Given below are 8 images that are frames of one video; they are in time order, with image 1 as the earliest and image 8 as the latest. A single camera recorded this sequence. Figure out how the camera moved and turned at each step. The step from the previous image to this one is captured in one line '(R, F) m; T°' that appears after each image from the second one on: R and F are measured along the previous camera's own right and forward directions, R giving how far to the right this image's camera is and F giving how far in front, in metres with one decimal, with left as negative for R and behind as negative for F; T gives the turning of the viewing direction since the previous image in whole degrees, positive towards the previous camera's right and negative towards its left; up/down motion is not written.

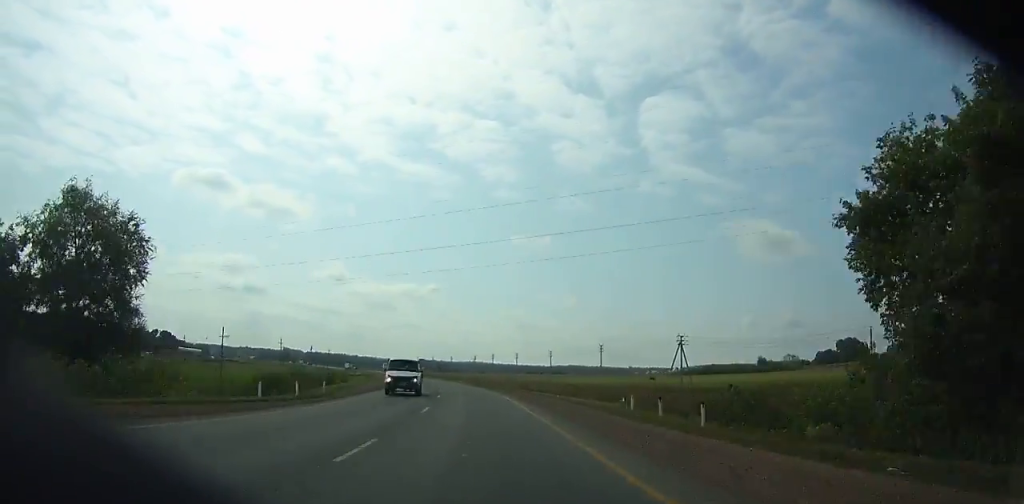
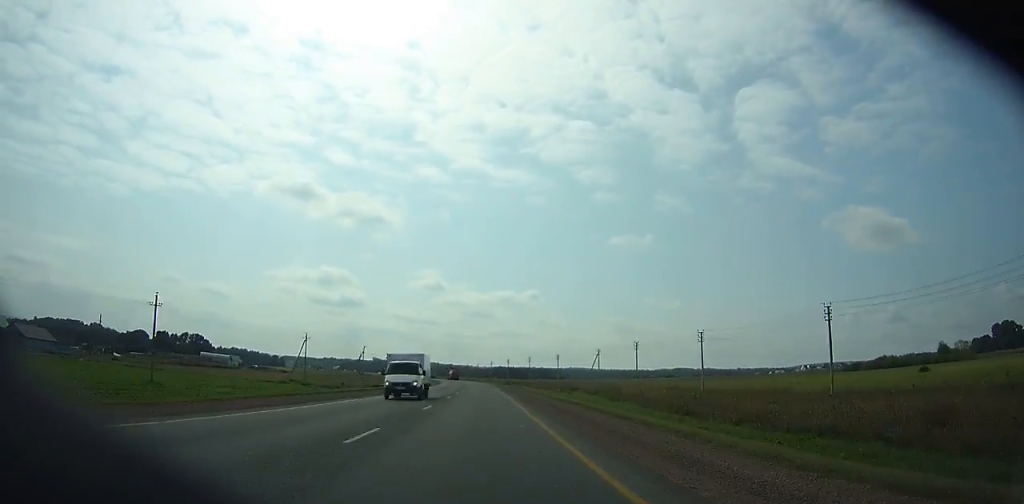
(-4.7, +94.0) m; -7°
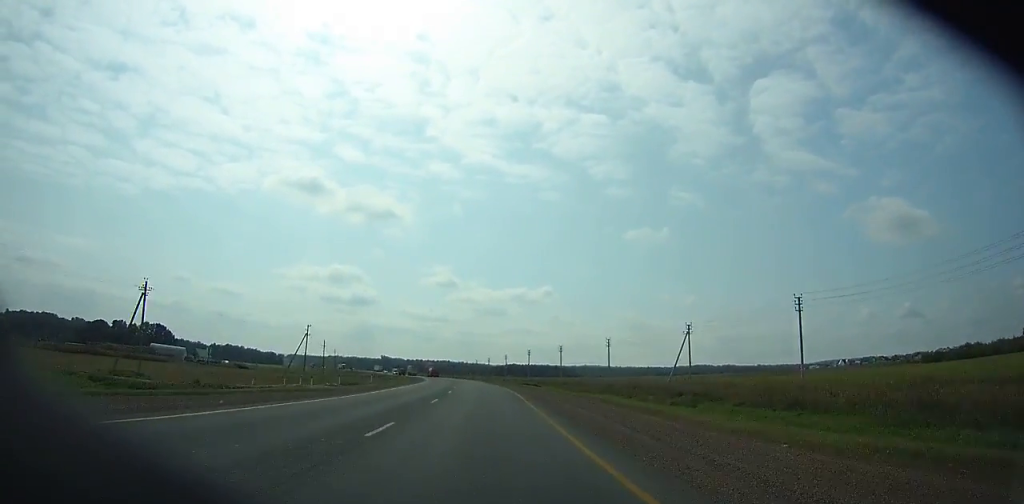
(-3.0, +59.4) m; -3°
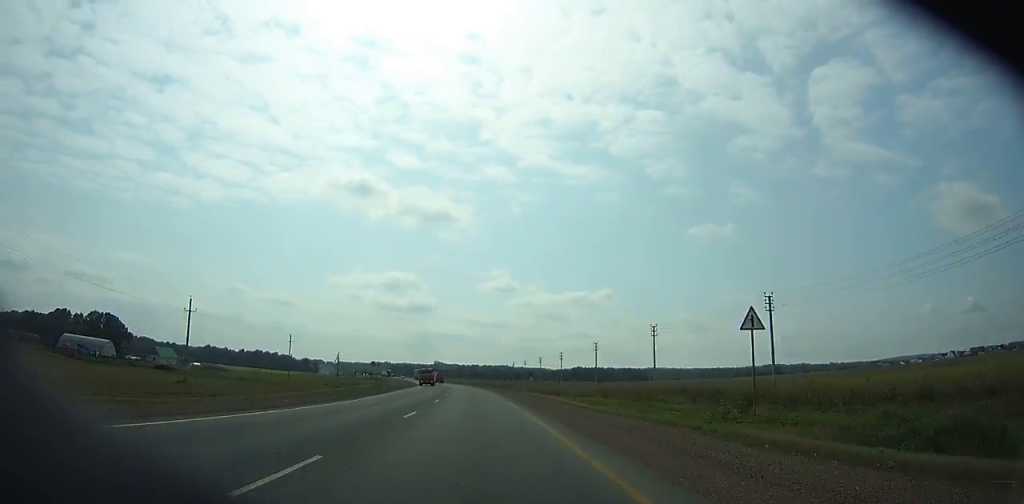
(-2.6, +89.1) m; -5°
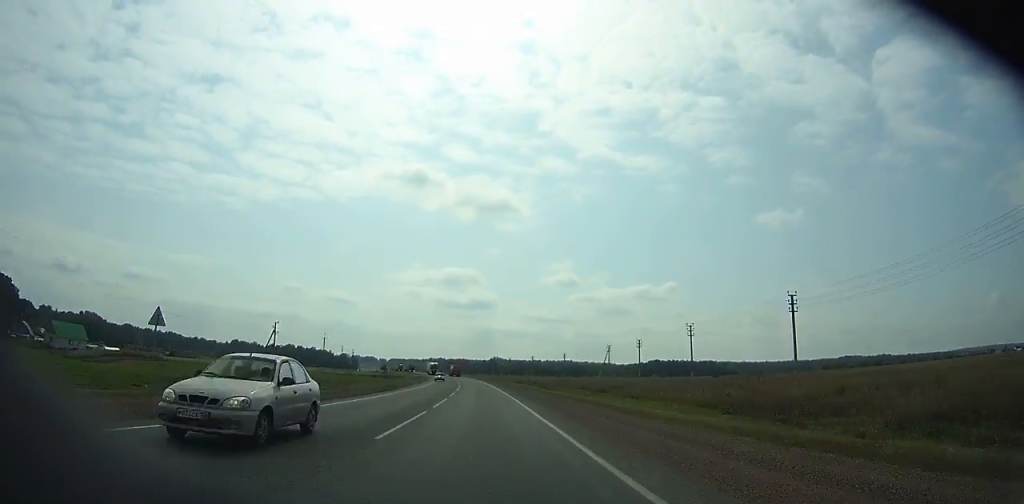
(-5.6, +89.1) m; -6°
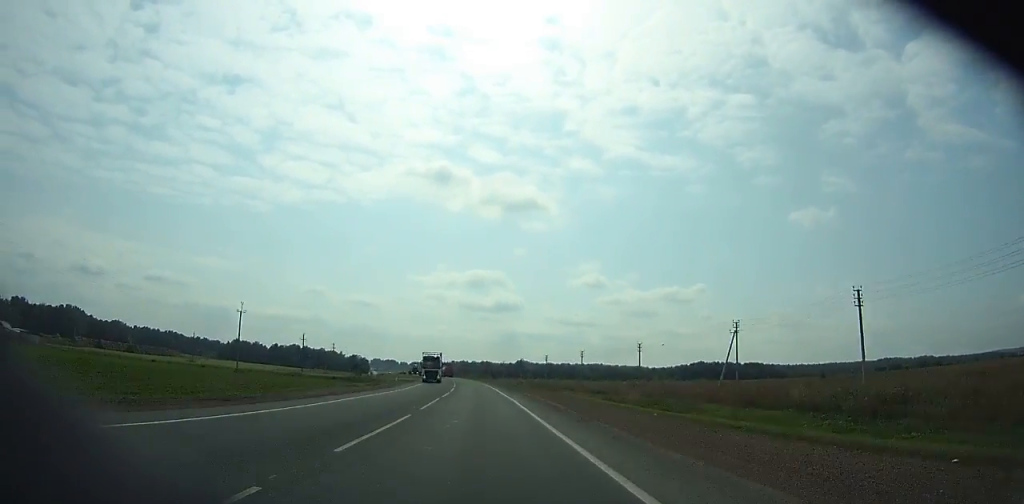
(-1.8, +62.1) m; -3°
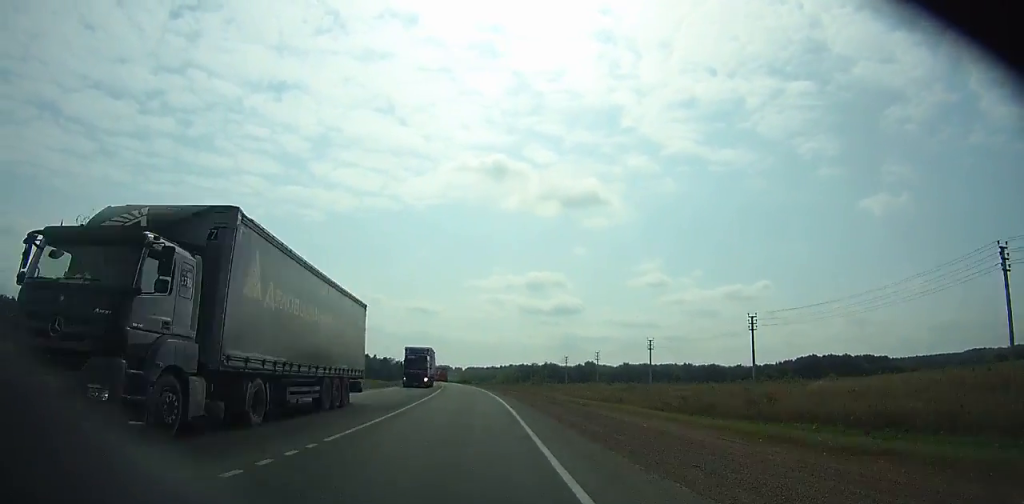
(-4.9, +106.7) m; -6°
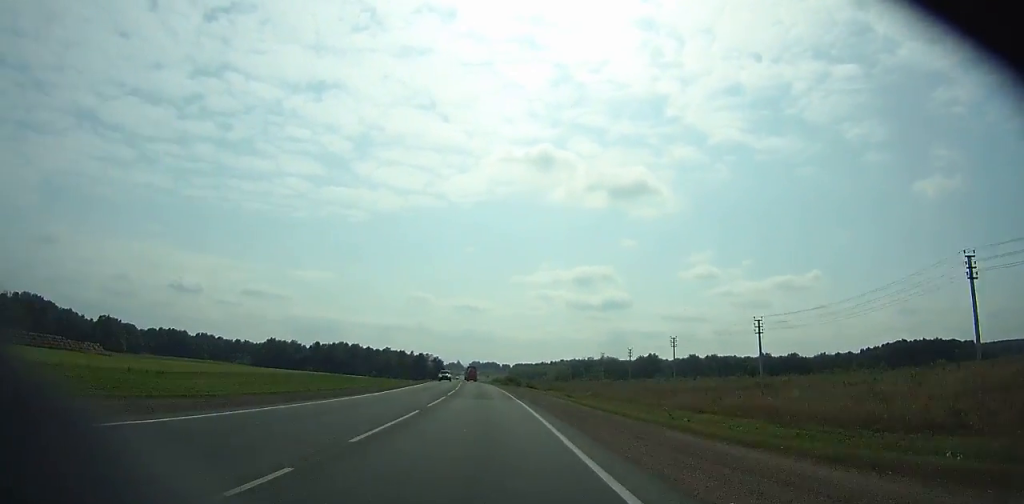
(-1.3, +54.5) m; -3°
